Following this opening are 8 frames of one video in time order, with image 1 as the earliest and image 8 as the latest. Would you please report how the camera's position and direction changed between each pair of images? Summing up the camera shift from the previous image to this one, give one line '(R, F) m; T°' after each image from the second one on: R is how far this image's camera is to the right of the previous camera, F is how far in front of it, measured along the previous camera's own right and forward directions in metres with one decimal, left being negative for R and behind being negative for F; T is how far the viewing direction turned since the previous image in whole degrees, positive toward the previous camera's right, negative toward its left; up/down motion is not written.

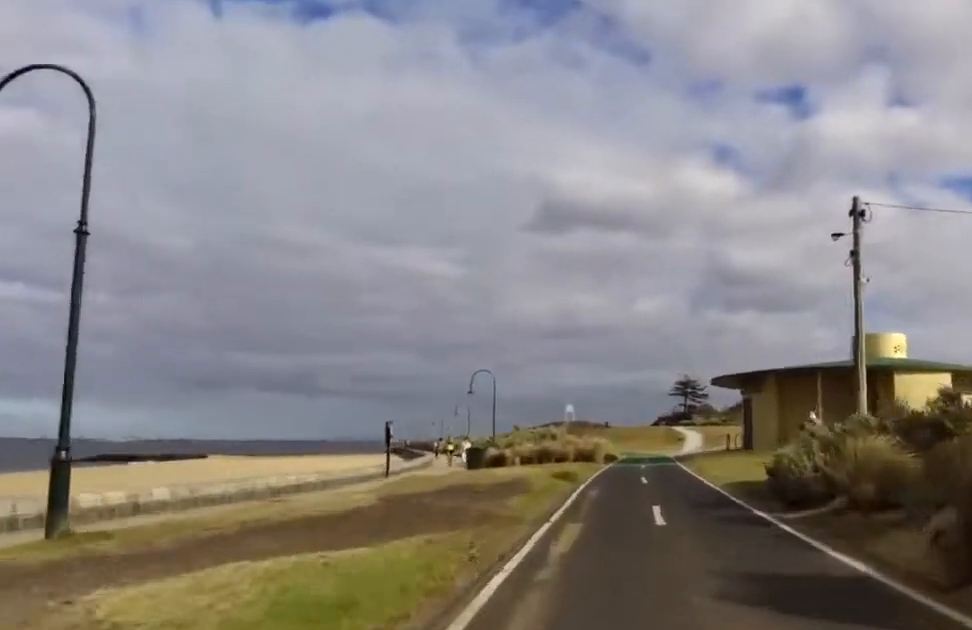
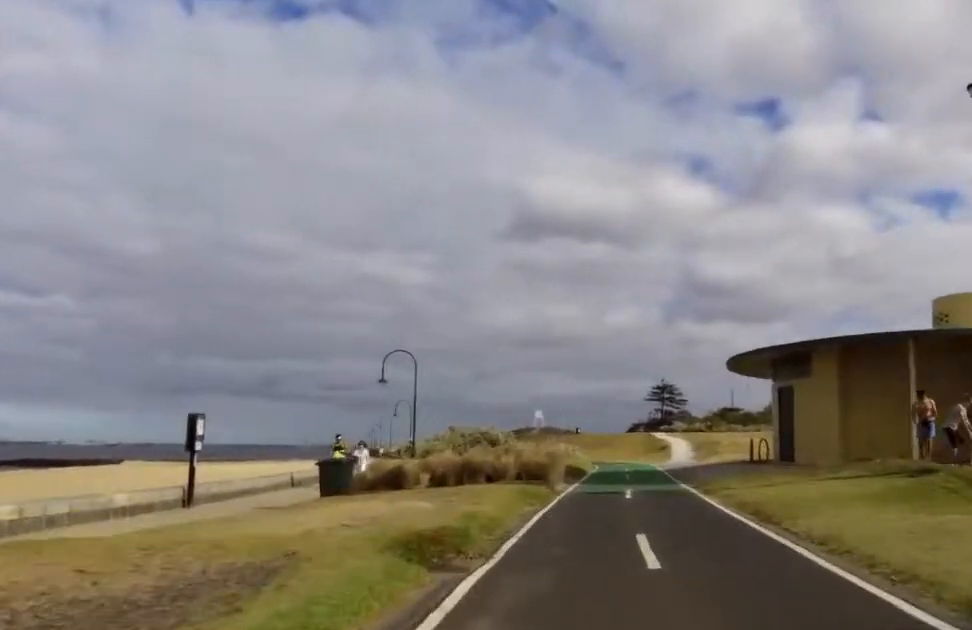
(+0.8, +12.0) m; +1°
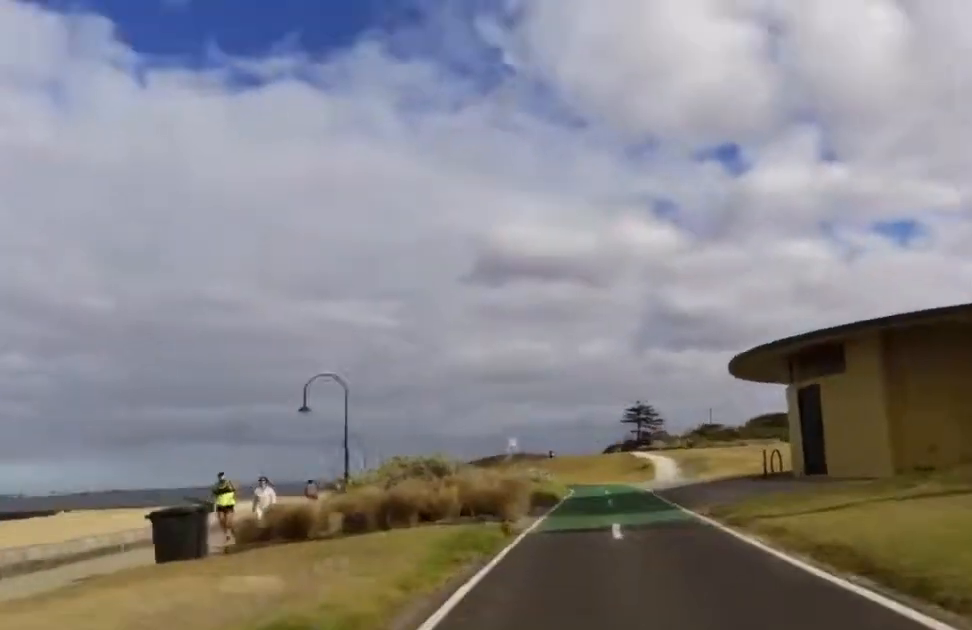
(-0.4, +5.1) m; -3°
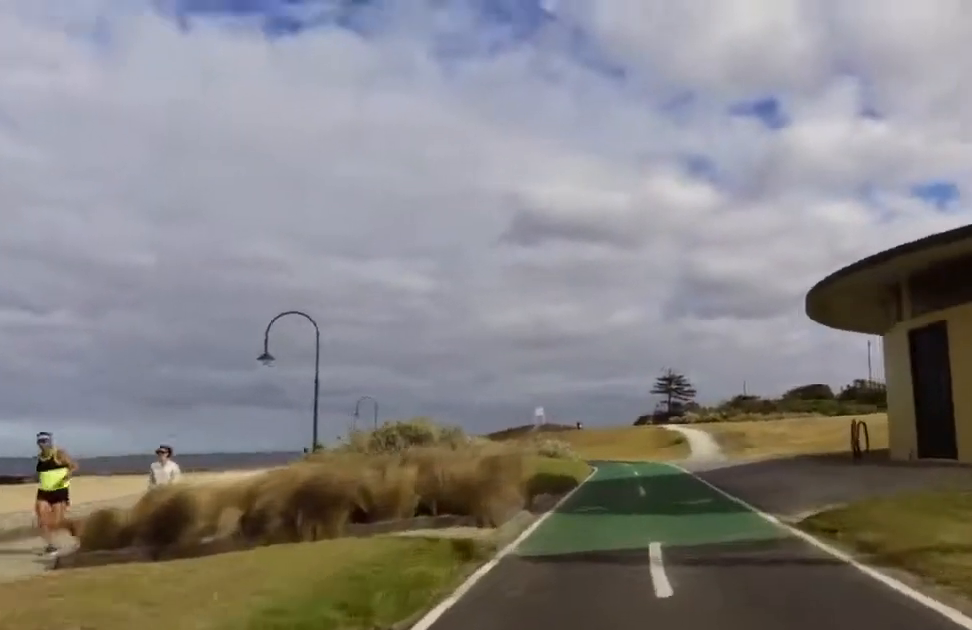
(-0.1, +5.1) m; -2°
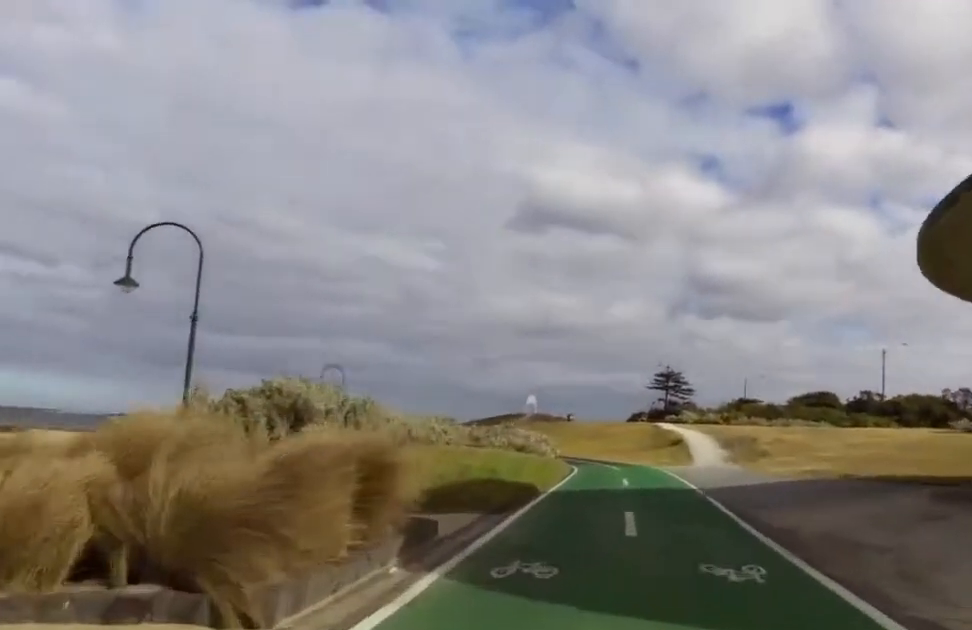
(0.0, +5.8) m; 0°
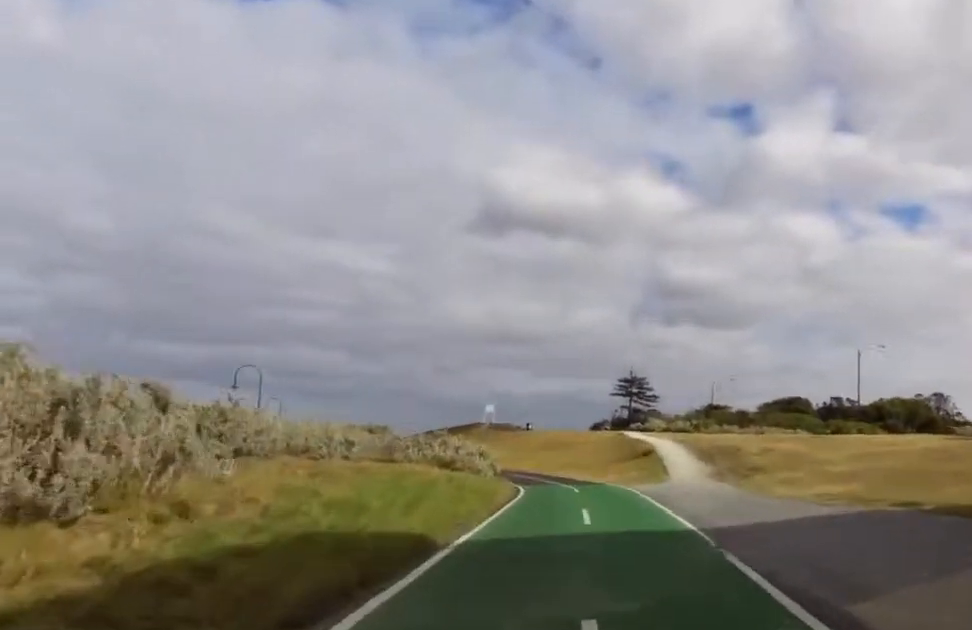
(0.0, +5.6) m; 0°
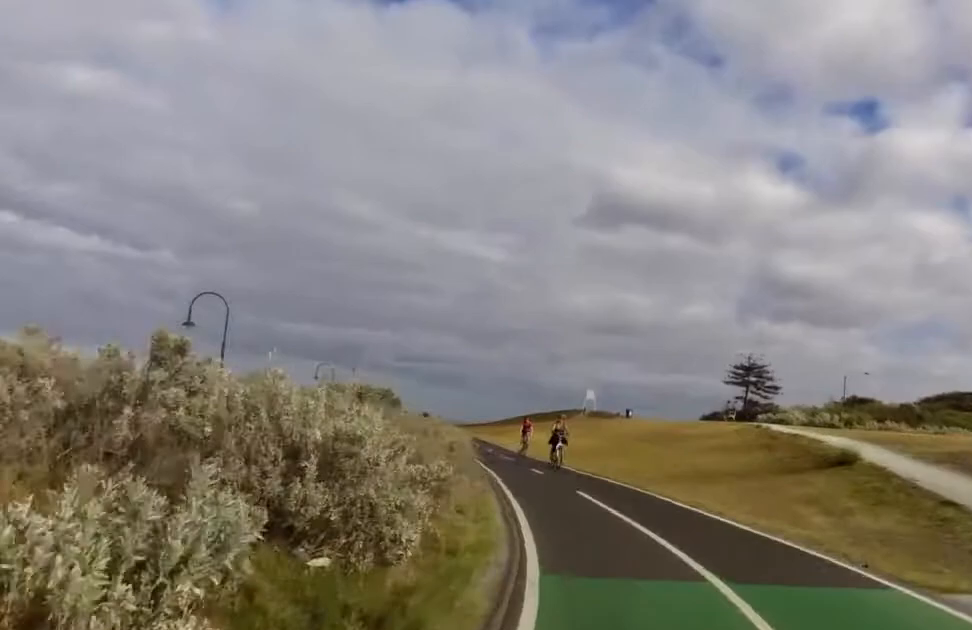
(0.0, +16.7) m; -1°
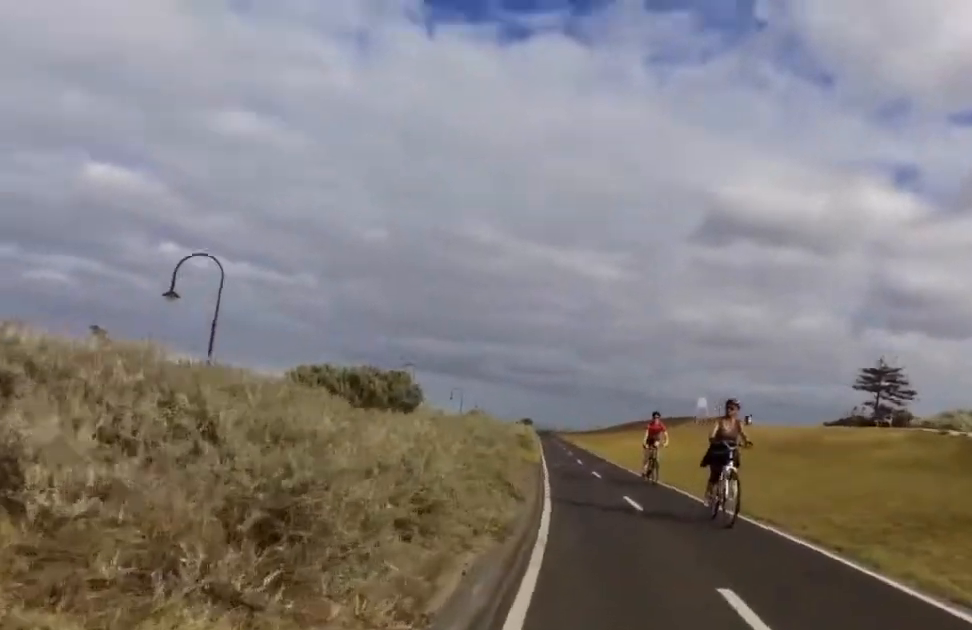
(-0.1, +9.1) m; -13°
